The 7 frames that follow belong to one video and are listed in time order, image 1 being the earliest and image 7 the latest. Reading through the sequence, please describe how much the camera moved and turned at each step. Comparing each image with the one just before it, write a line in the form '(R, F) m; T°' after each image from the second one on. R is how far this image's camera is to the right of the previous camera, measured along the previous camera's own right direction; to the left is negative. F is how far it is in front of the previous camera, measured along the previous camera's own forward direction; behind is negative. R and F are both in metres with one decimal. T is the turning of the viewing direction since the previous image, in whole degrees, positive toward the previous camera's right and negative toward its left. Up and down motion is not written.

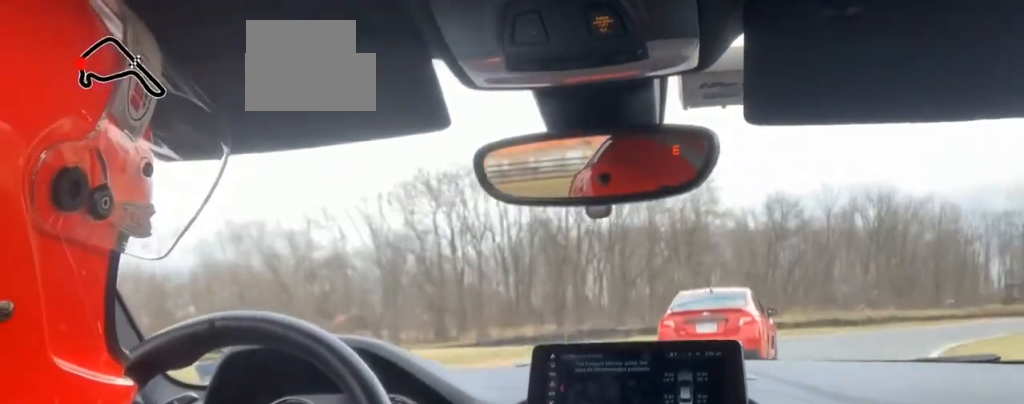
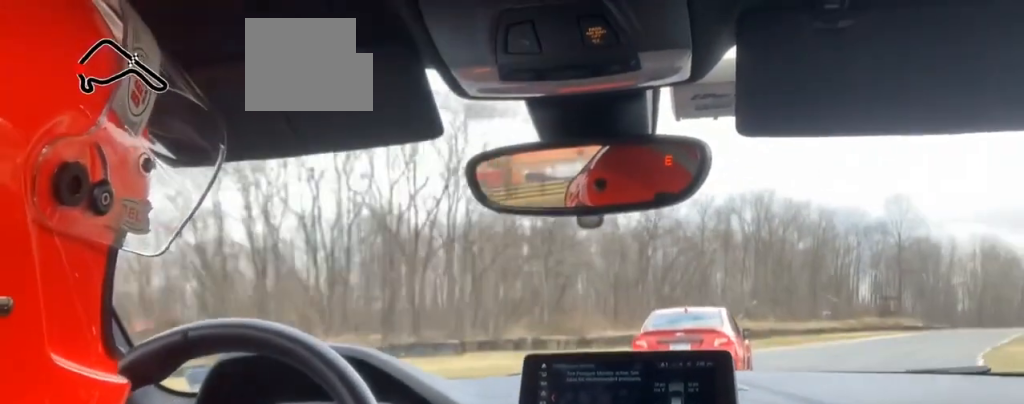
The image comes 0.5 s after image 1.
(+1.2, +17.8) m; +8°
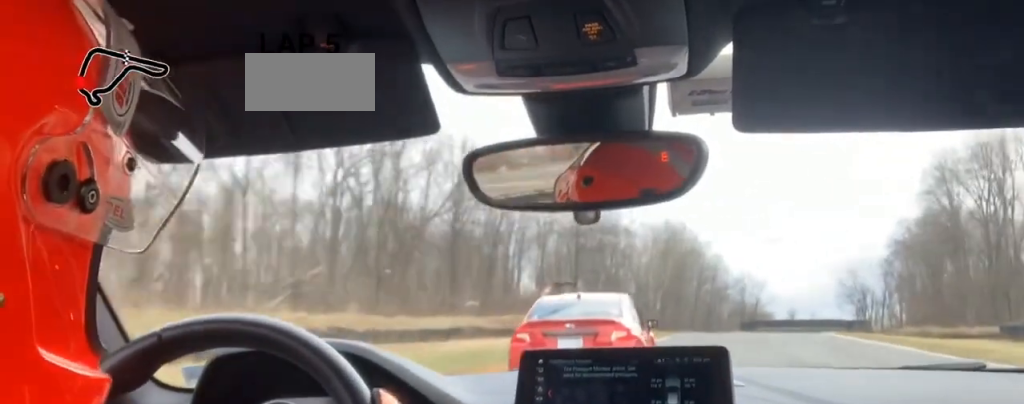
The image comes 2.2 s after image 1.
(+13.9, +56.6) m; +24°
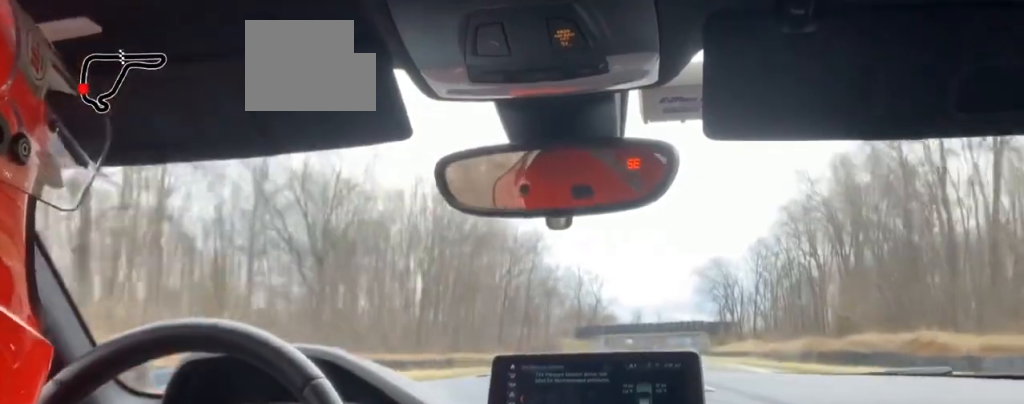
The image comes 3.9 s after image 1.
(+8.3, +65.8) m; +10°
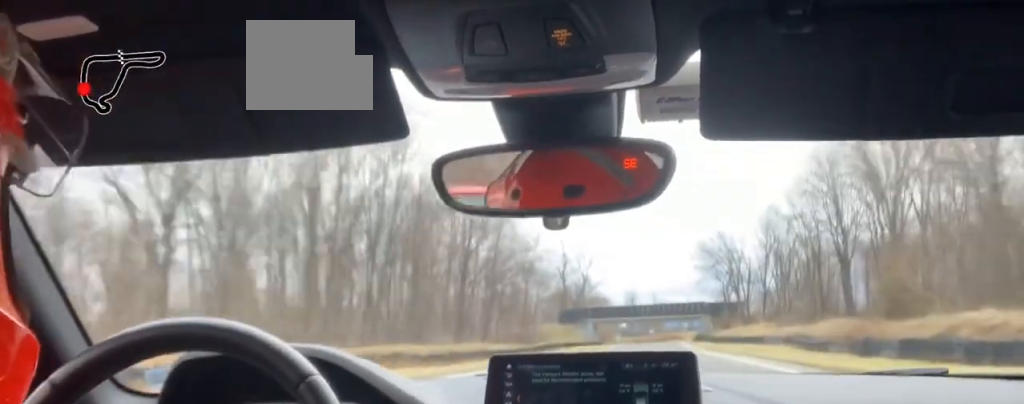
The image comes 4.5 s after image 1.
(+0.4, +24.1) m; +1°
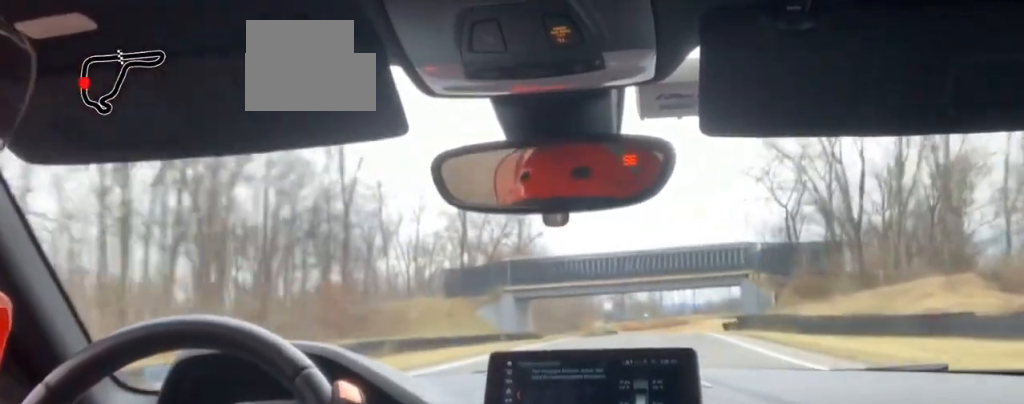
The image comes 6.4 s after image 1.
(+0.2, +88.9) m; 0°
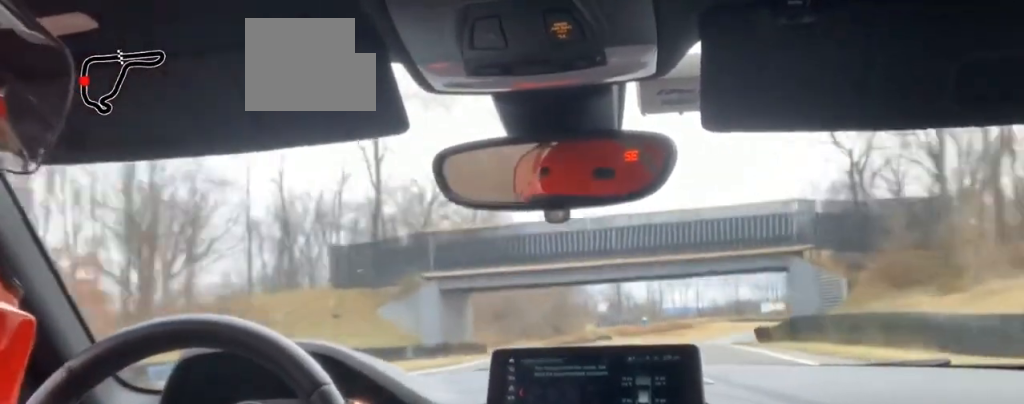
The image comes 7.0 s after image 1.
(0.0, +27.0) m; 0°
